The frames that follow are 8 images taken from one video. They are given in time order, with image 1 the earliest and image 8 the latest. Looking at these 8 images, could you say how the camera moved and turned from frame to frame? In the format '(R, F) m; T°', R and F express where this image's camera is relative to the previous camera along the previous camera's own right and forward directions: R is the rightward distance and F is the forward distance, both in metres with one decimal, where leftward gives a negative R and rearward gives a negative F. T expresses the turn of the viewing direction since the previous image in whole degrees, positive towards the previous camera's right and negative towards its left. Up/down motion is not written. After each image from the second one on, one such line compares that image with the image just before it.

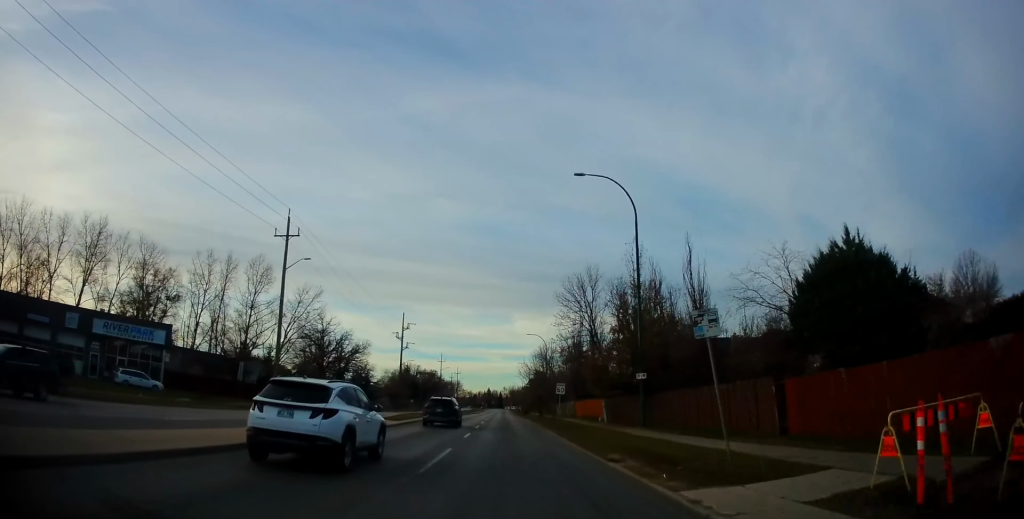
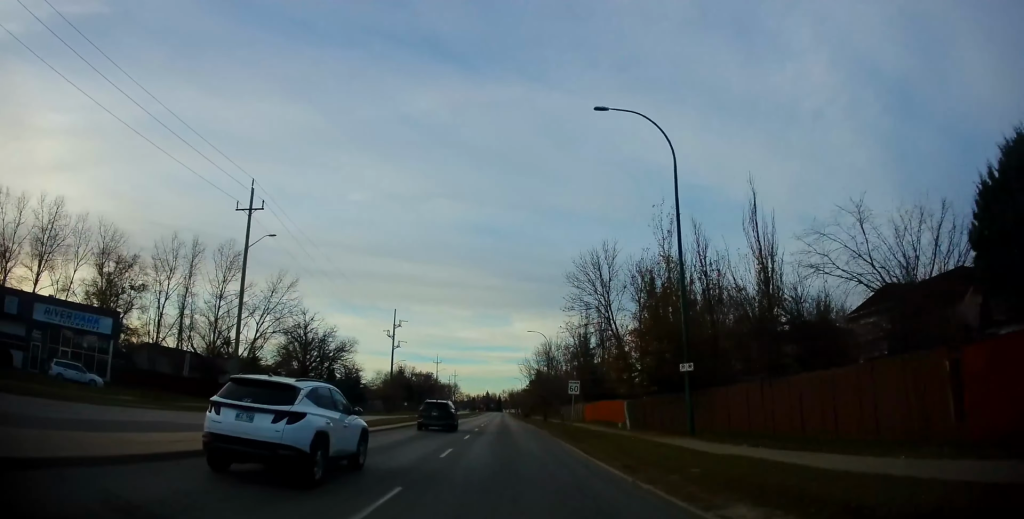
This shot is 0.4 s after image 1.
(-0.1, +8.0) m; 0°
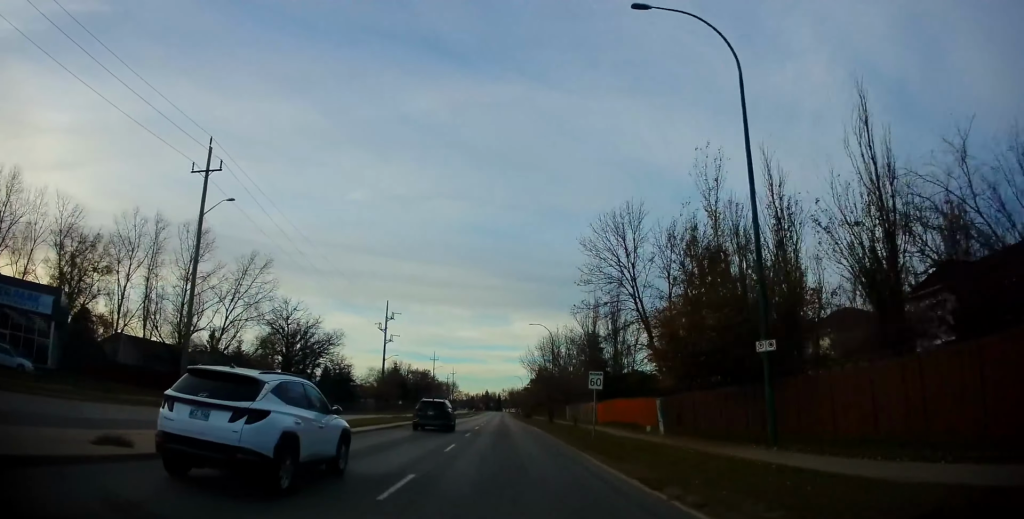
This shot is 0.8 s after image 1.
(+0.1, +7.4) m; 0°
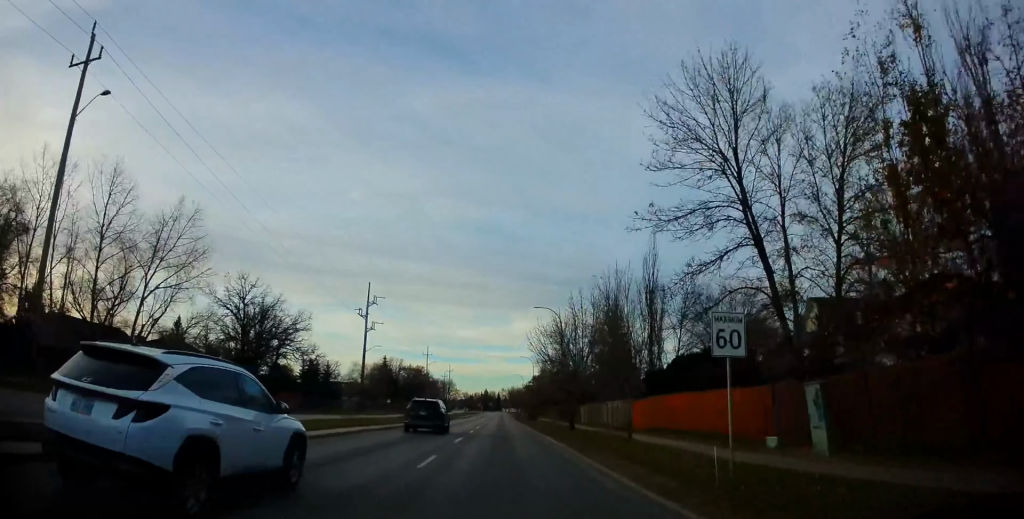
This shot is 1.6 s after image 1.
(+0.2, +14.1) m; 0°
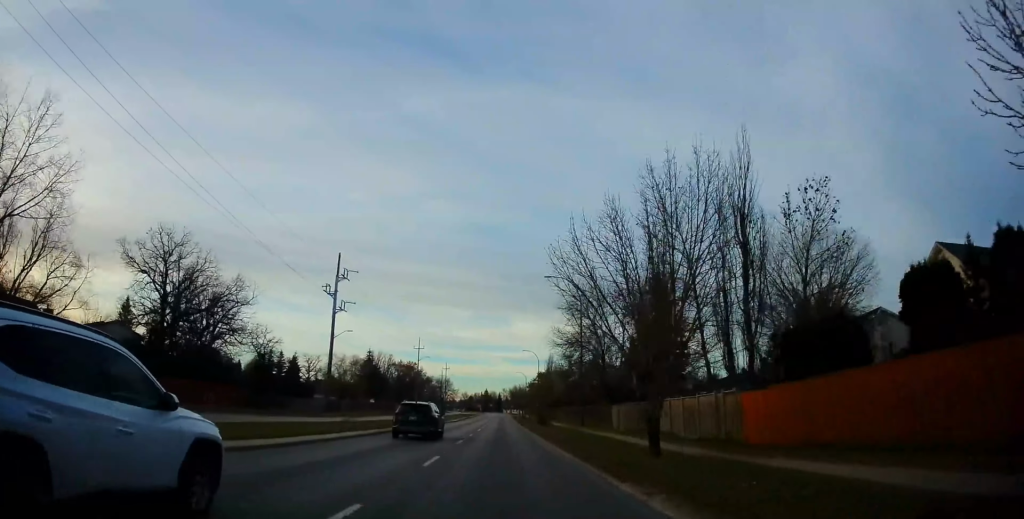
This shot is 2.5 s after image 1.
(-0.2, +17.0) m; -1°
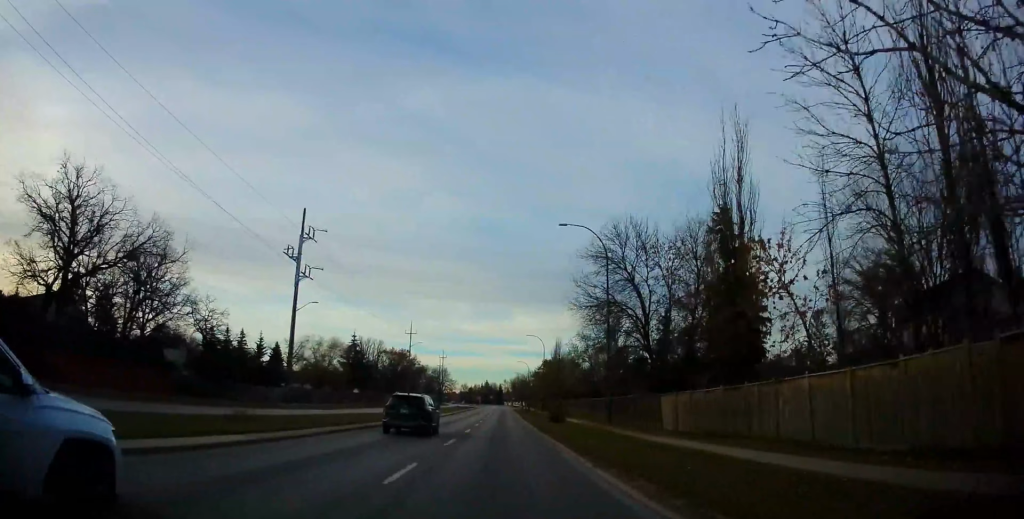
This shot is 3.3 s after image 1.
(-0.1, +13.4) m; 0°
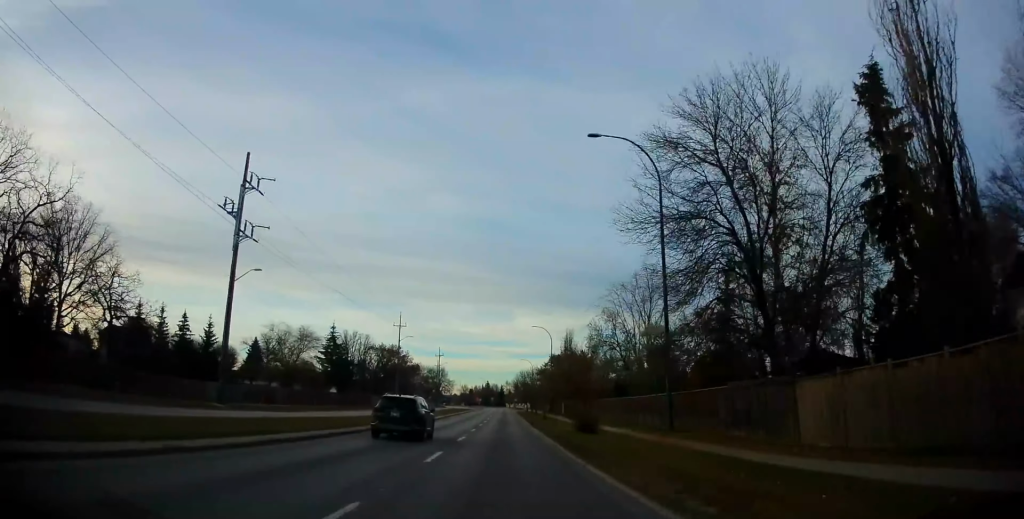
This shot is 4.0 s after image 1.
(0.0, +14.2) m; 0°
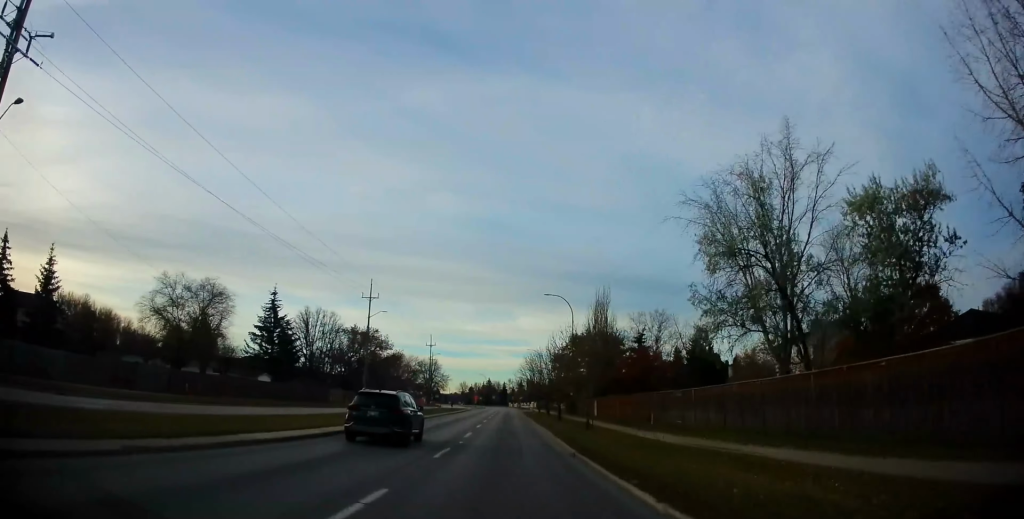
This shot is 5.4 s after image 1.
(+0.3, +26.4) m; 0°
